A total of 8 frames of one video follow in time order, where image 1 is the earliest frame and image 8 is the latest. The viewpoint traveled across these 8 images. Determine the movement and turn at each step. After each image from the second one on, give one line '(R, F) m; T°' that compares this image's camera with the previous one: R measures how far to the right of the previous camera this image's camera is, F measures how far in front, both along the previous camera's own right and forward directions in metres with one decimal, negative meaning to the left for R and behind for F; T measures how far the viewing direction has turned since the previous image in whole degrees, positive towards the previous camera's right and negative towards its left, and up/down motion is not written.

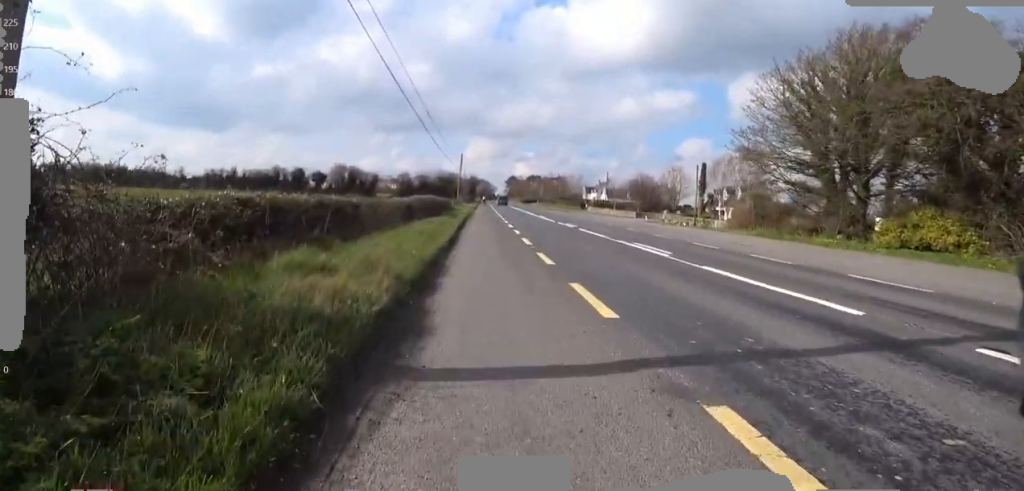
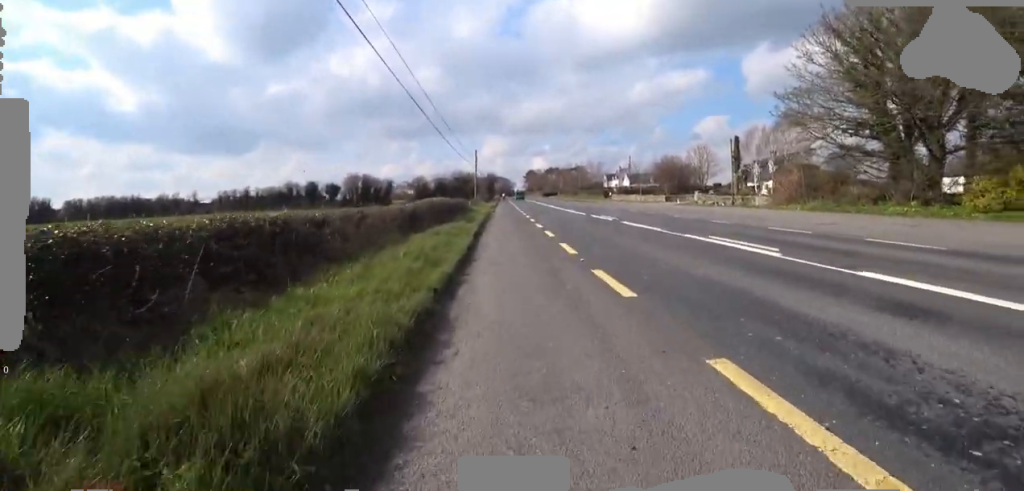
(0.0, +3.4) m; 0°
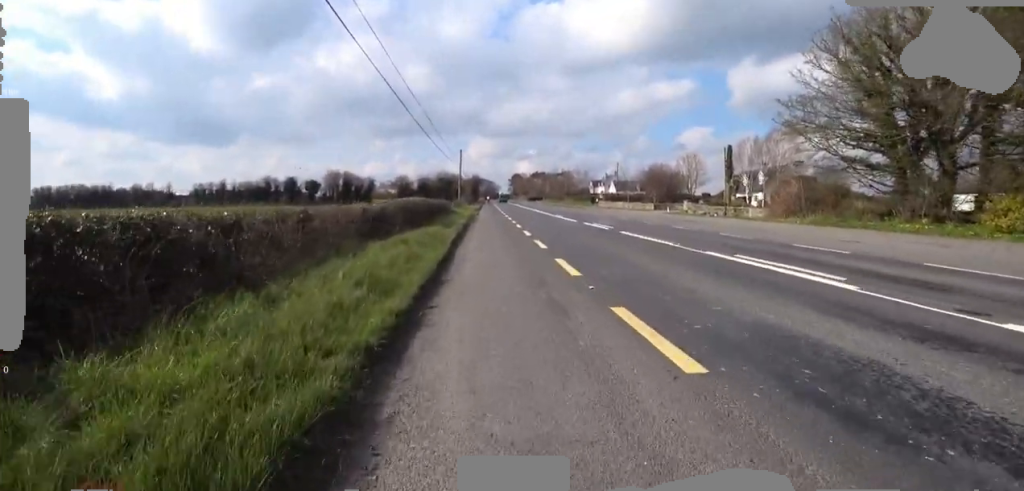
(0.0, +2.0) m; 0°
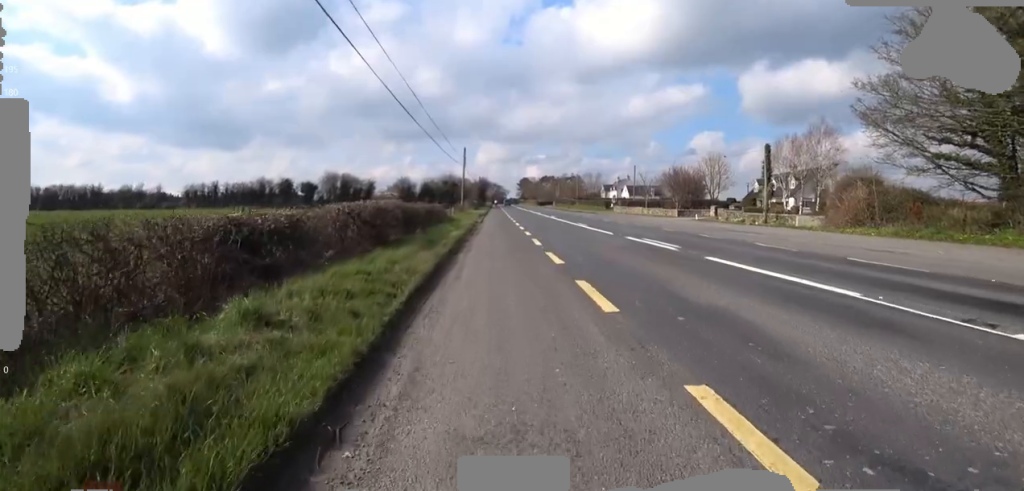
(0.0, +5.5) m; 0°
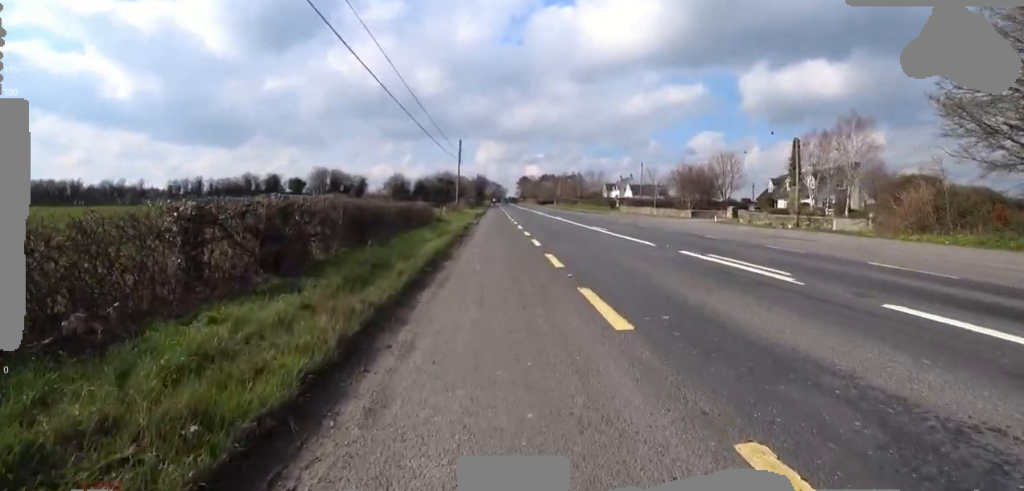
(0.0, +4.5) m; 0°
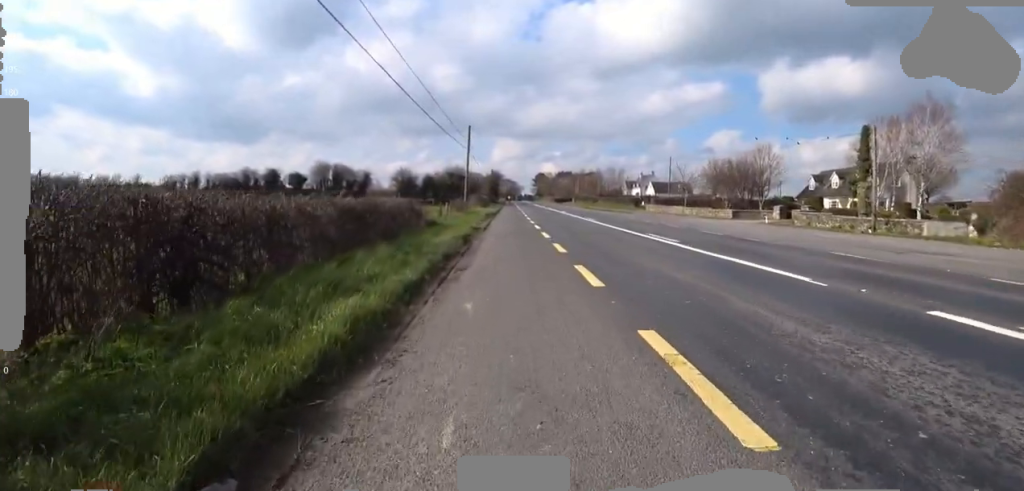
(0.0, +5.9) m; -4°
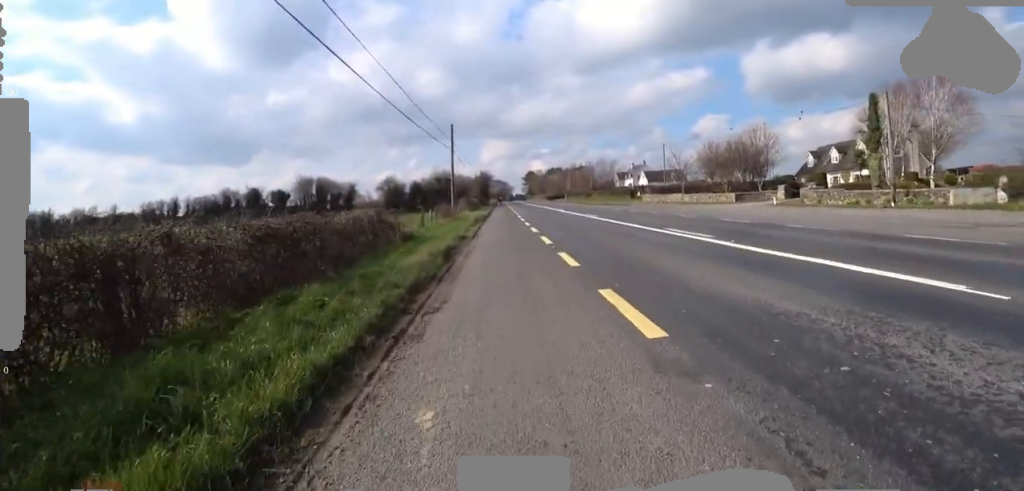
(-0.1, +2.5) m; -2°
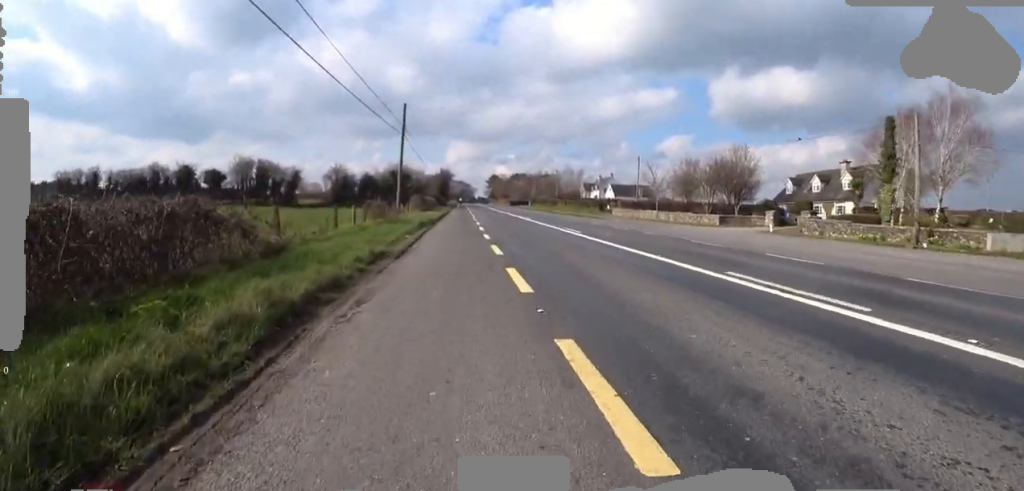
(-0.2, +5.4) m; +1°
